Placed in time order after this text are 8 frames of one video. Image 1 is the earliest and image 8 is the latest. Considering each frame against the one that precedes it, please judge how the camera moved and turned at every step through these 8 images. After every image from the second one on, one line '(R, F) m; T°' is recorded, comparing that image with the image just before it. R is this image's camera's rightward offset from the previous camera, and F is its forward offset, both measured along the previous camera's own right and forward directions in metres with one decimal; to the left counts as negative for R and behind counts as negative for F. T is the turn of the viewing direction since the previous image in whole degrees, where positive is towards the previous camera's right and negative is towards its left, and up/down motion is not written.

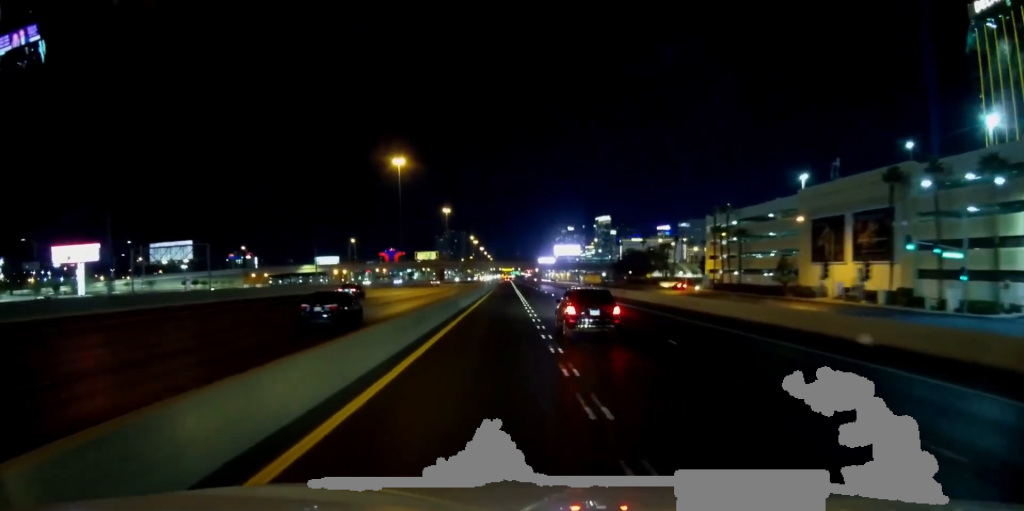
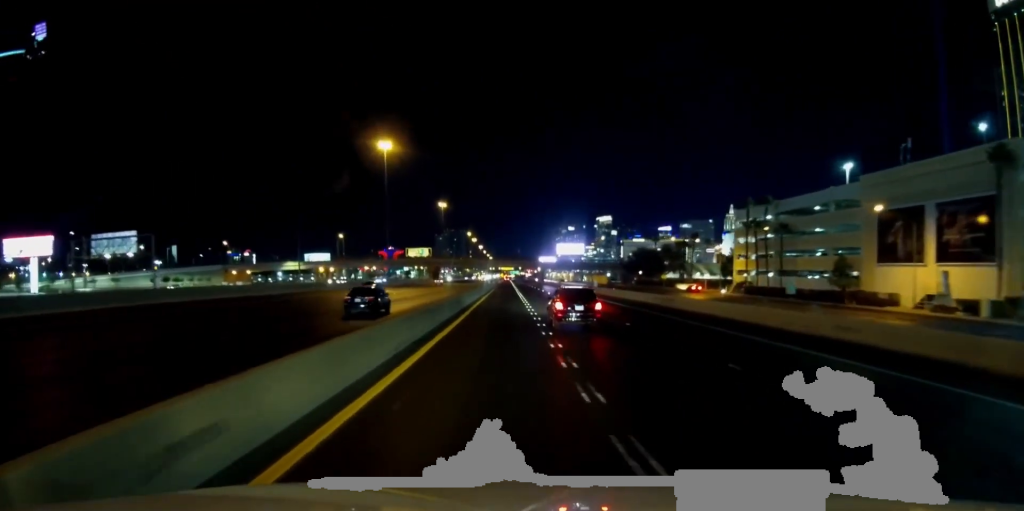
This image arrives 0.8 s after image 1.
(0.0, +16.9) m; 0°
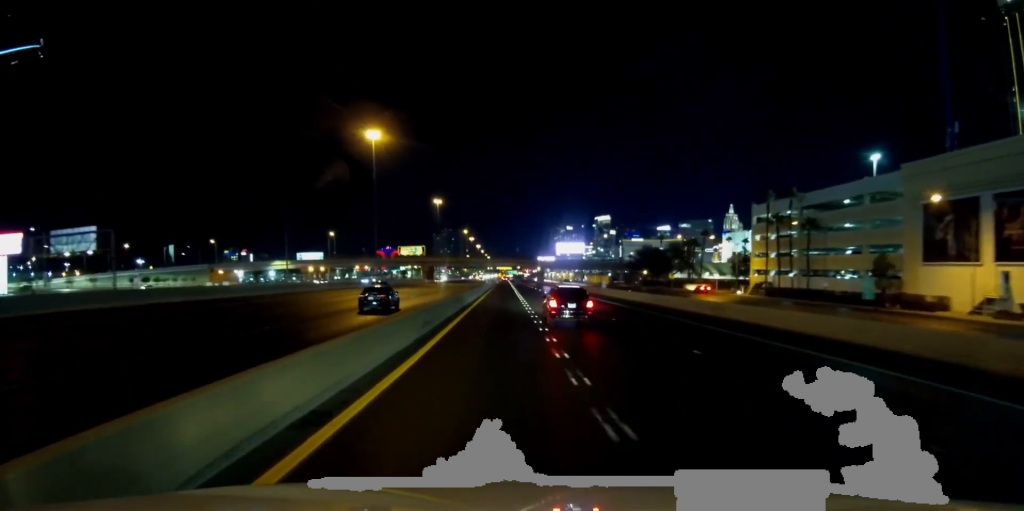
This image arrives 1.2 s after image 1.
(0.0, +9.2) m; 0°
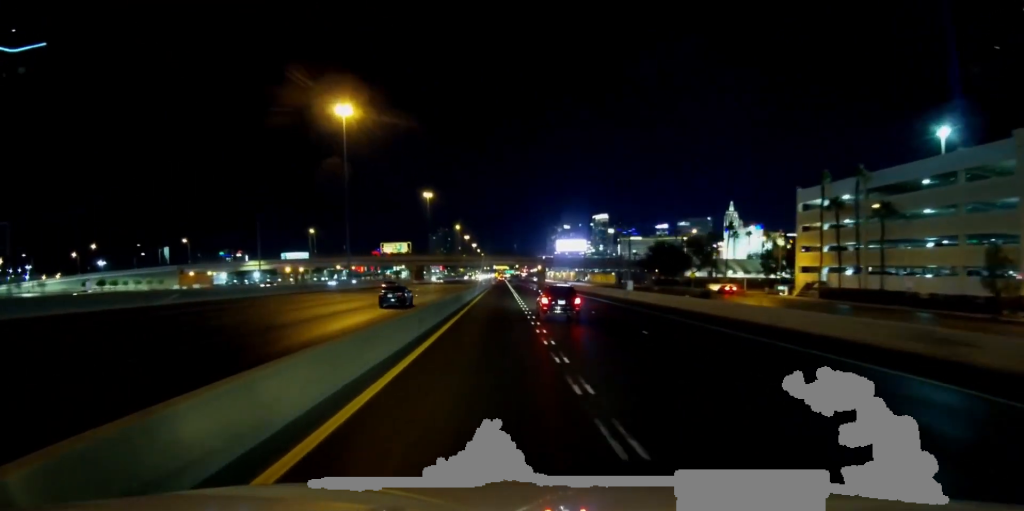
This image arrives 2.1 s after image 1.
(0.0, +18.3) m; 0°
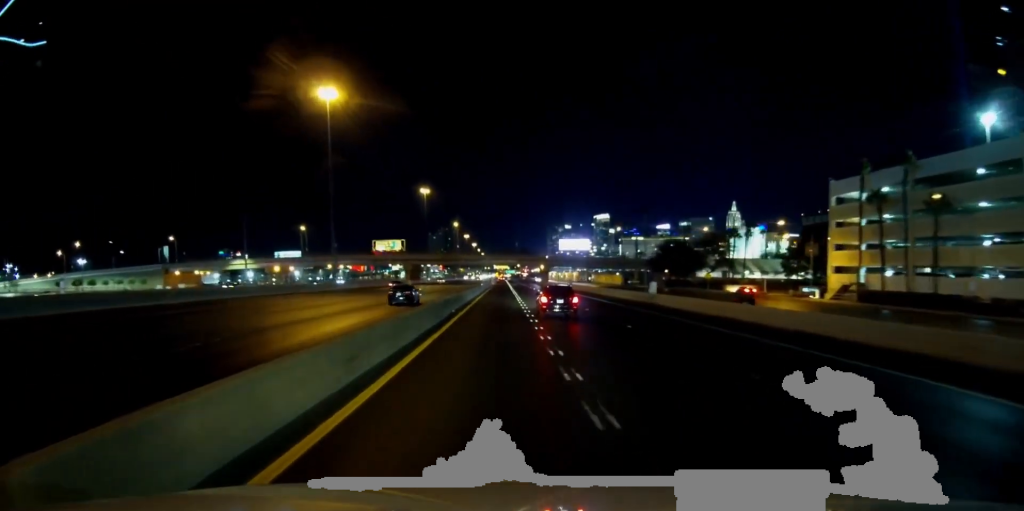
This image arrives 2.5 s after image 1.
(0.0, +9.2) m; 0°
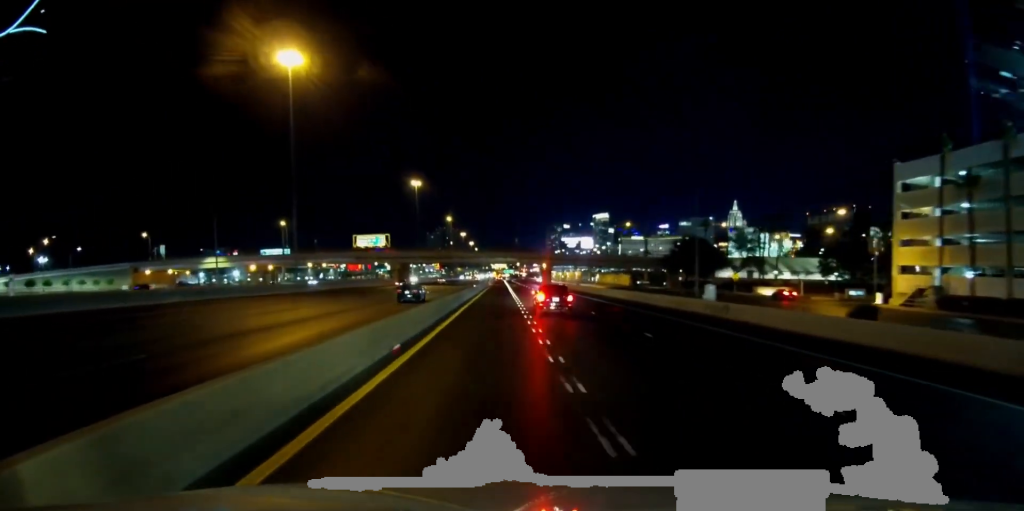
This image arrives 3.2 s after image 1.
(0.0, +15.0) m; 0°
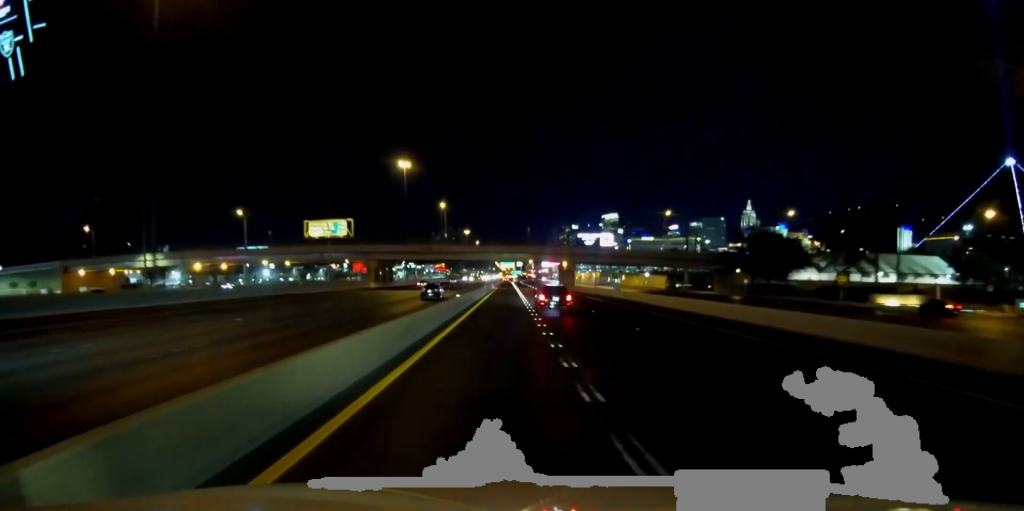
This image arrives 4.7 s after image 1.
(0.0, +31.9) m; 0°
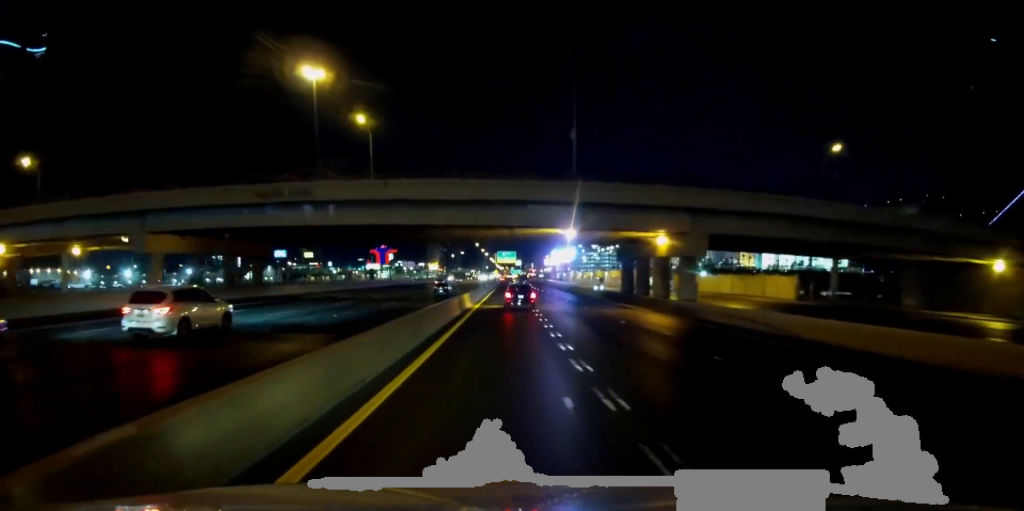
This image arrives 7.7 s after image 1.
(+0.2, +67.1) m; 0°
